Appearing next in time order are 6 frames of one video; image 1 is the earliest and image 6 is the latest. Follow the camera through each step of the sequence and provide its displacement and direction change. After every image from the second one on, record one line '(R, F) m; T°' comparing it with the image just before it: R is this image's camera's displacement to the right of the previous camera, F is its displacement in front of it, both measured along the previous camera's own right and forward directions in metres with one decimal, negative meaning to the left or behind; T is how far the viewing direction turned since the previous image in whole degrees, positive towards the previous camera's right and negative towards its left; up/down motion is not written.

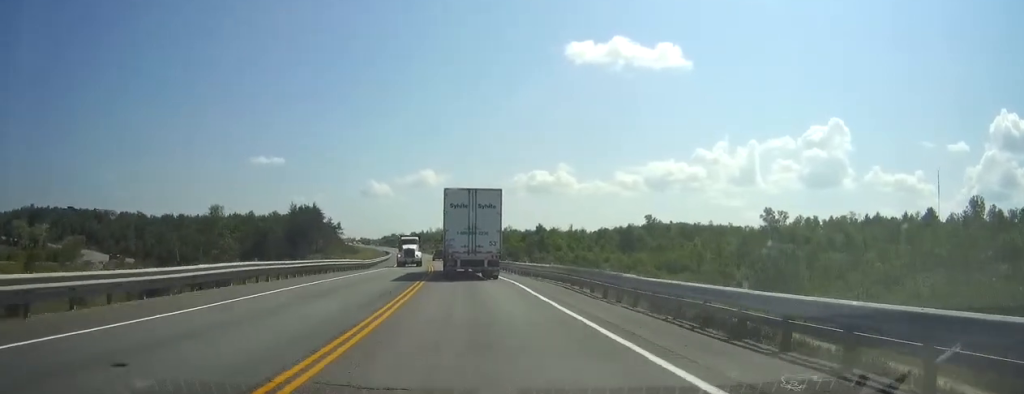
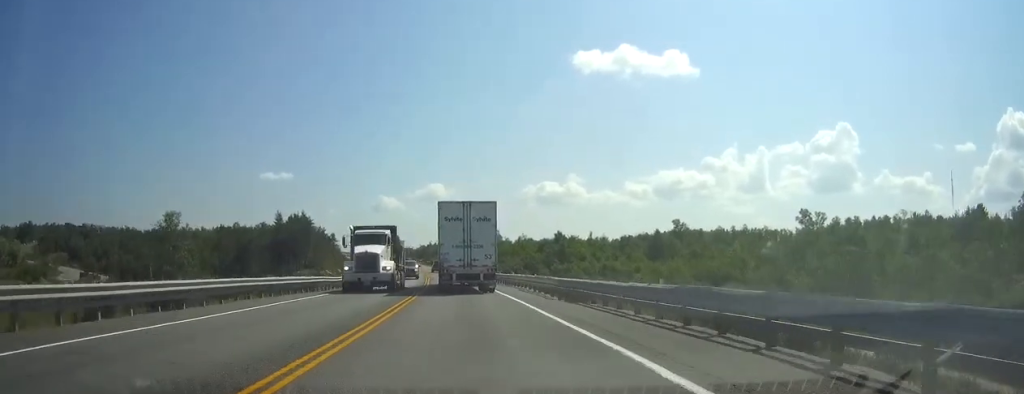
(0.0, +19.3) m; -1°
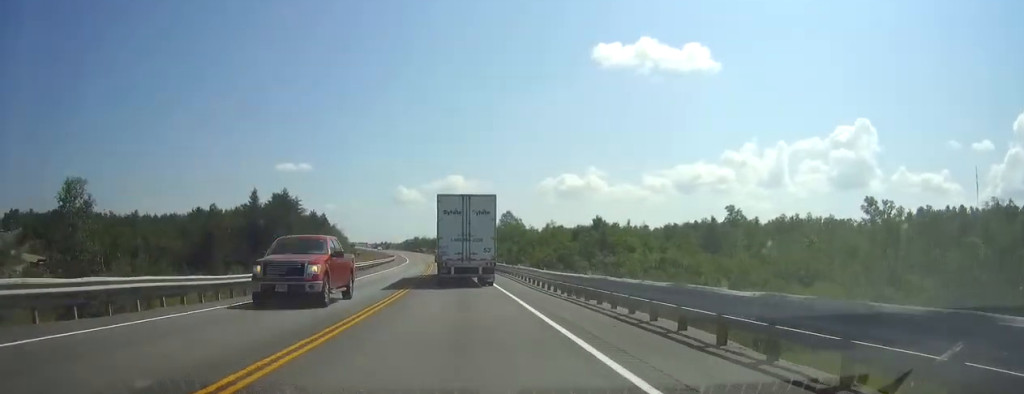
(-0.3, +27.6) m; -1°
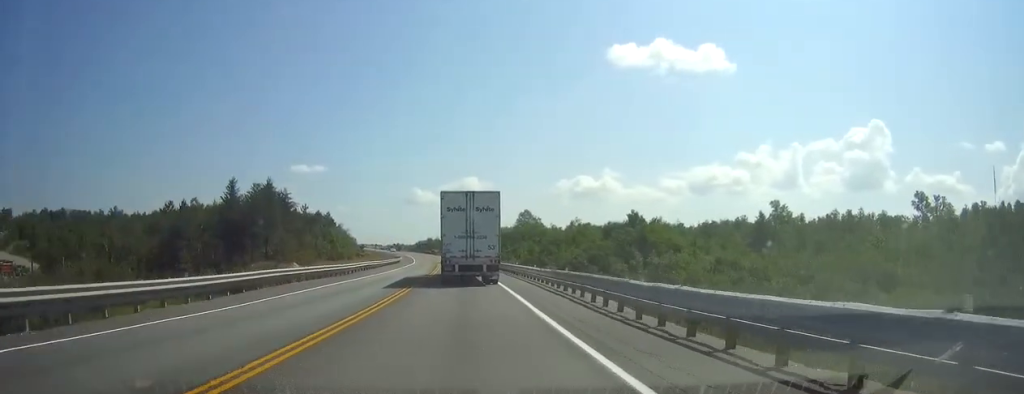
(-0.1, +17.4) m; -1°
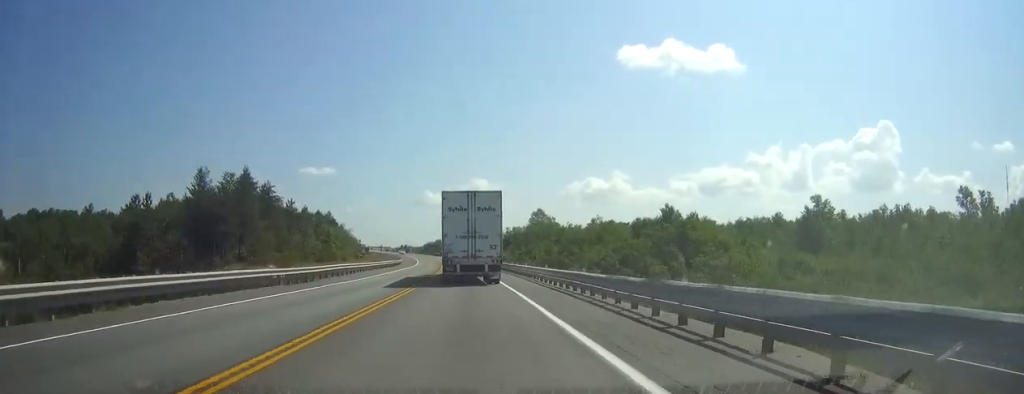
(-0.1, +14.7) m; -1°
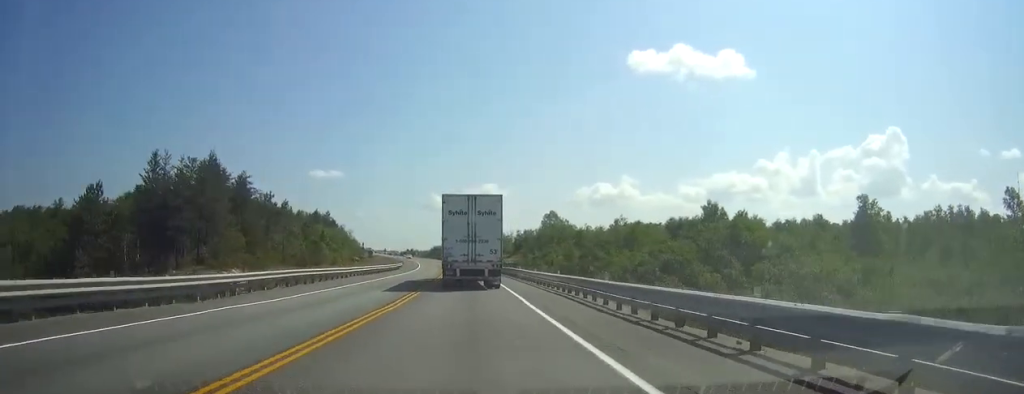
(-0.2, +14.6) m; -1°
